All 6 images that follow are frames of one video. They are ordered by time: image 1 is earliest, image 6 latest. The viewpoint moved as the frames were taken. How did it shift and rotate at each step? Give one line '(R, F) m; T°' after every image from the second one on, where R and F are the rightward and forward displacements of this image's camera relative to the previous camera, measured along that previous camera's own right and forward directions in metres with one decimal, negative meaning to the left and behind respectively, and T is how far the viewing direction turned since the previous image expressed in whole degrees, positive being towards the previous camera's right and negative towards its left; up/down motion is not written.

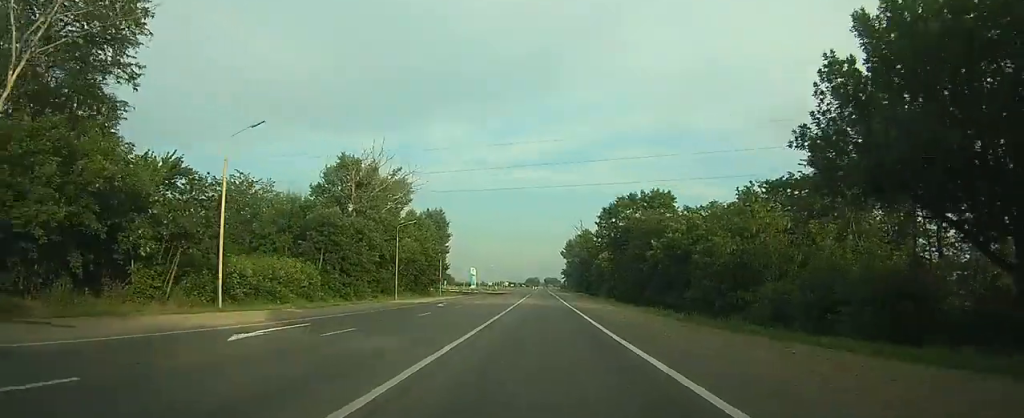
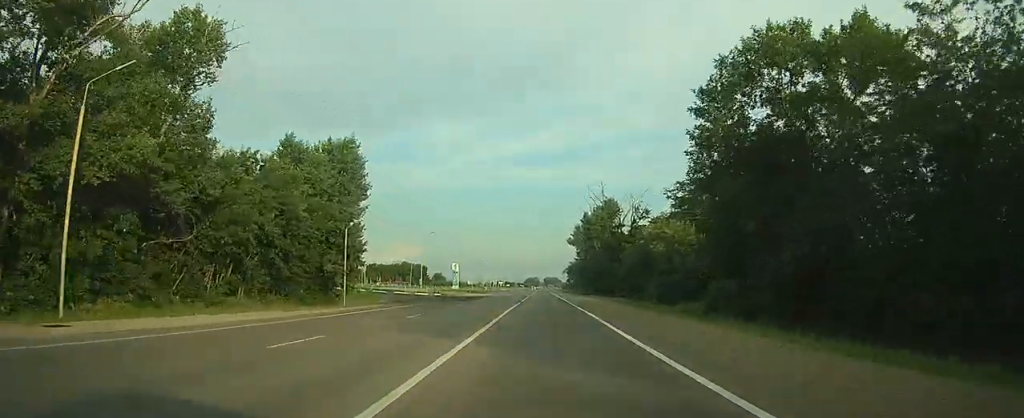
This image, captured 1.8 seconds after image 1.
(-0.2, +52.0) m; 0°
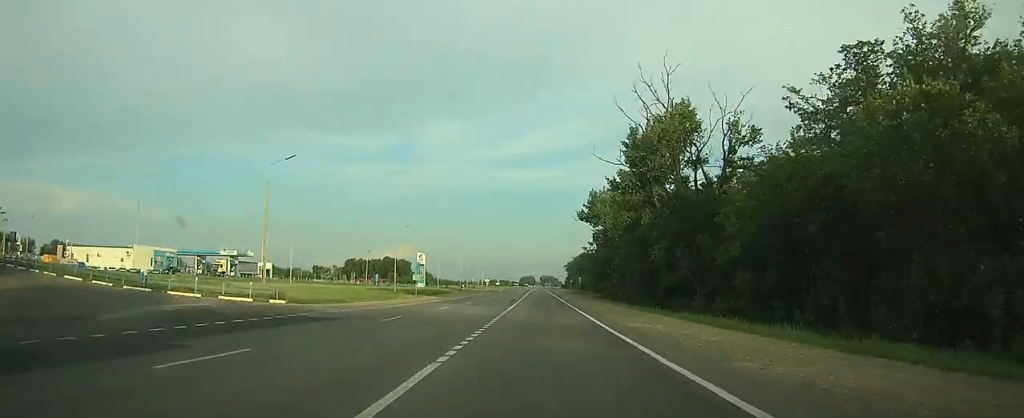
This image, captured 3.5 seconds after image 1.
(+0.1, +52.2) m; 0°
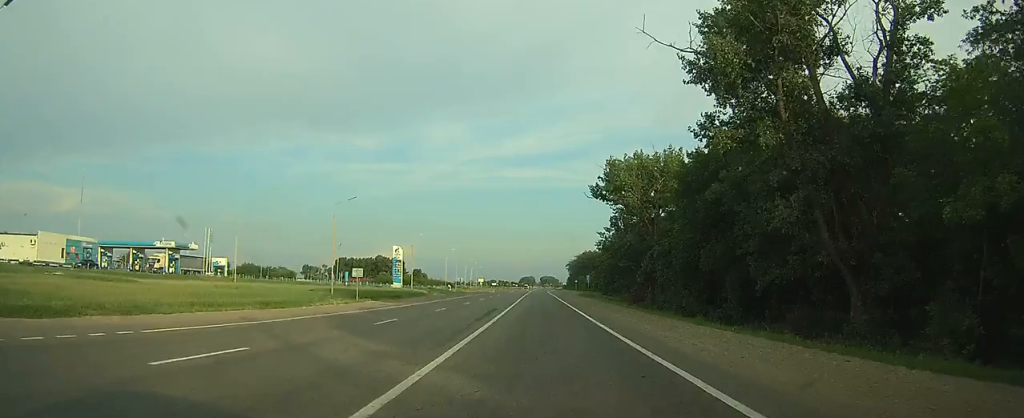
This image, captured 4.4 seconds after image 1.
(0.0, +24.6) m; 0°
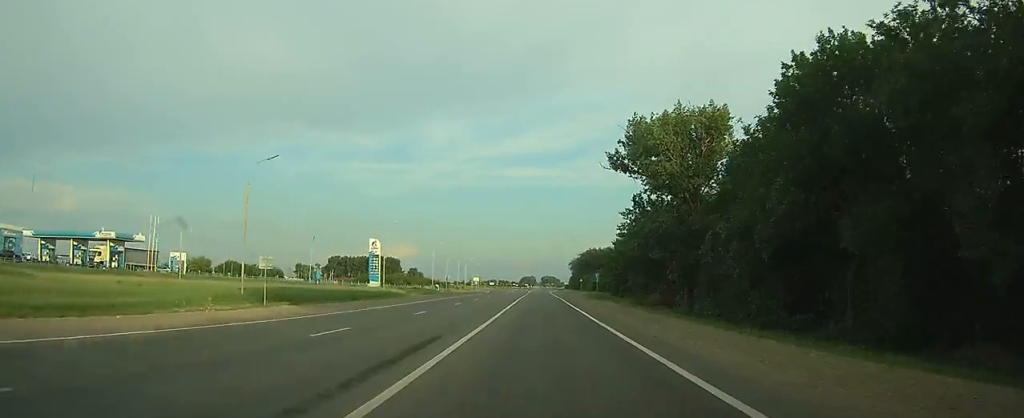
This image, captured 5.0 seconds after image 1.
(0.0, +17.7) m; 0°
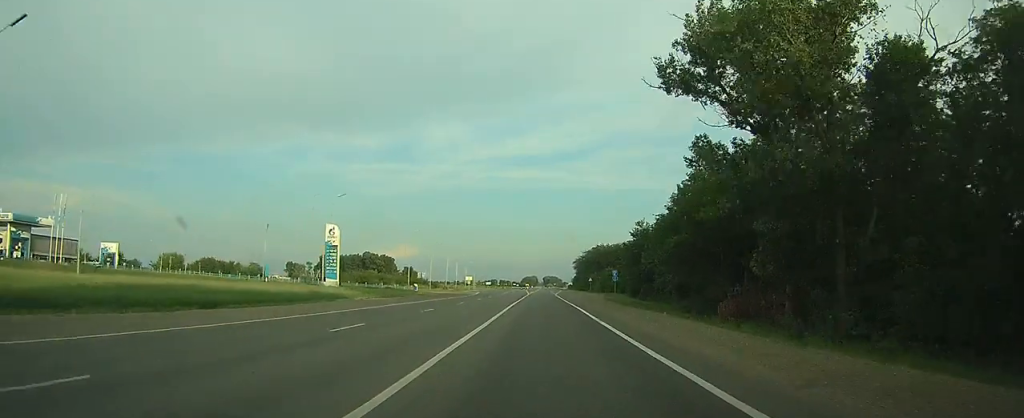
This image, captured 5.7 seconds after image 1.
(0.0, +22.6) m; 0°
